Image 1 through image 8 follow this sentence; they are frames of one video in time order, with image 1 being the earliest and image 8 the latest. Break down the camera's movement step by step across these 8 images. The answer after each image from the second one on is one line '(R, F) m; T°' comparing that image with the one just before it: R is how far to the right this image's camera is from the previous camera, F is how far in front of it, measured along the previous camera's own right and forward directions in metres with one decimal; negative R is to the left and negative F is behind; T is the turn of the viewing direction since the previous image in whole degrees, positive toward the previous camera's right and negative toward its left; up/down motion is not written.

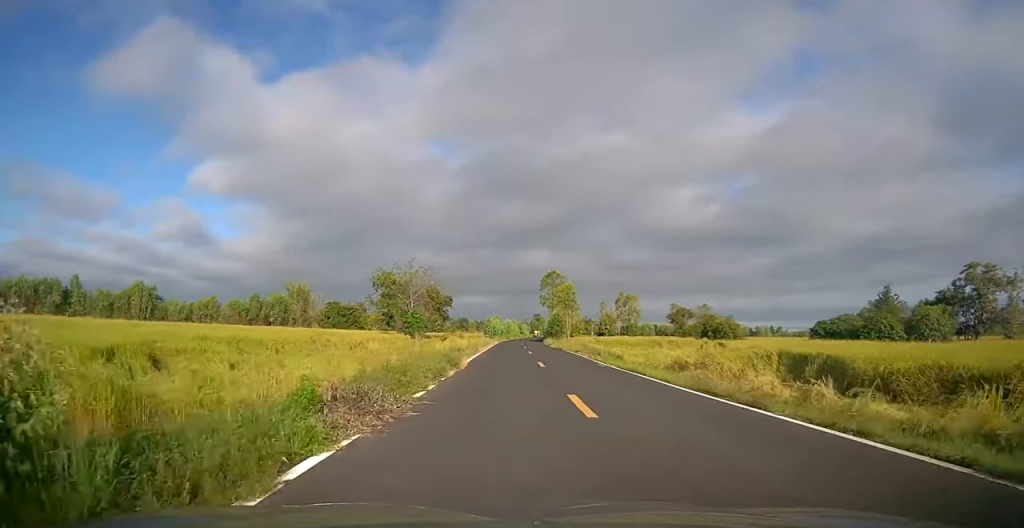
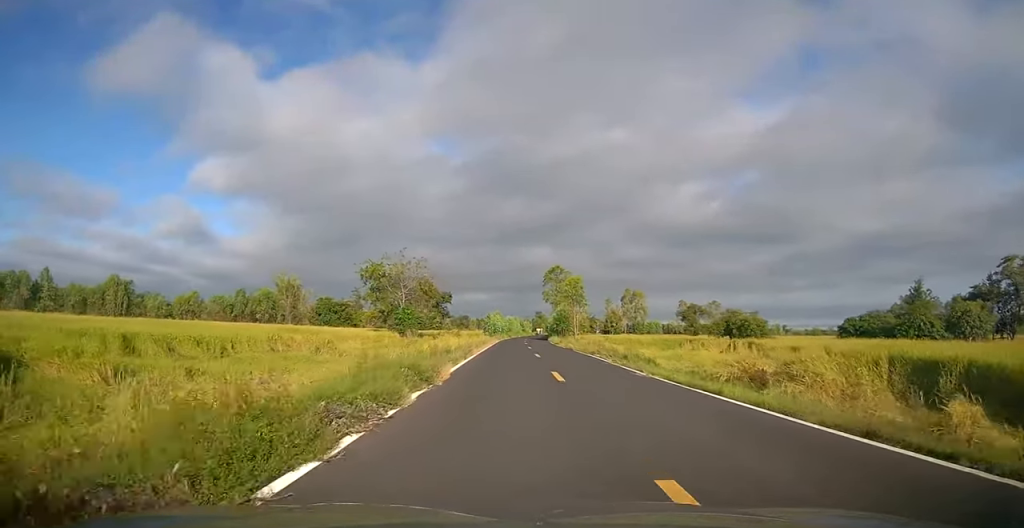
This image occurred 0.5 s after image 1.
(+0.2, +6.7) m; 0°
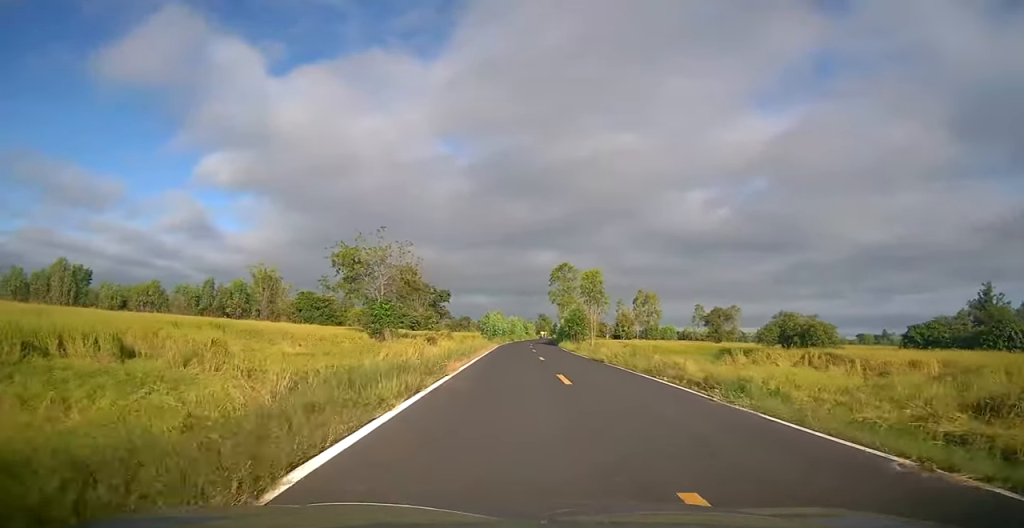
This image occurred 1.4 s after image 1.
(+0.1, +12.3) m; 0°
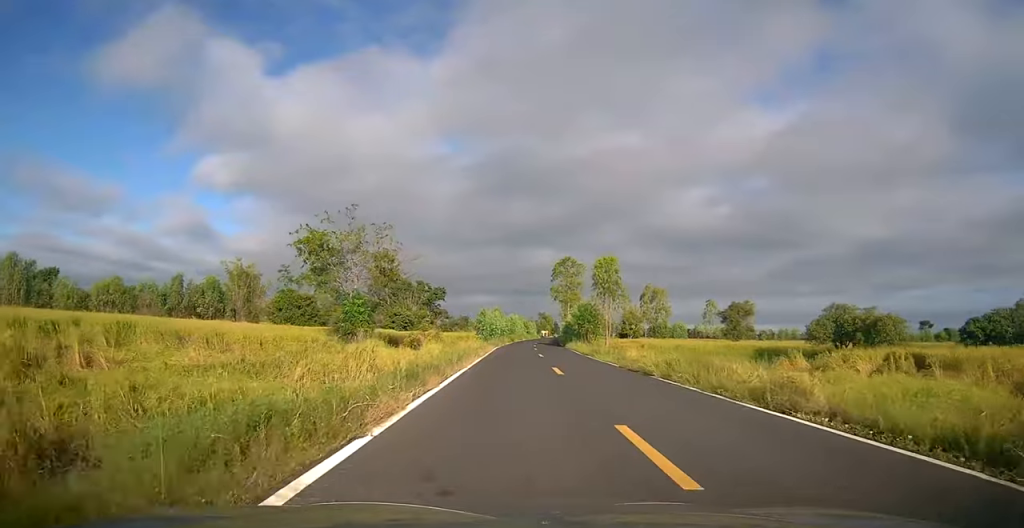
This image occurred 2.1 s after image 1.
(-0.3, +9.0) m; 0°
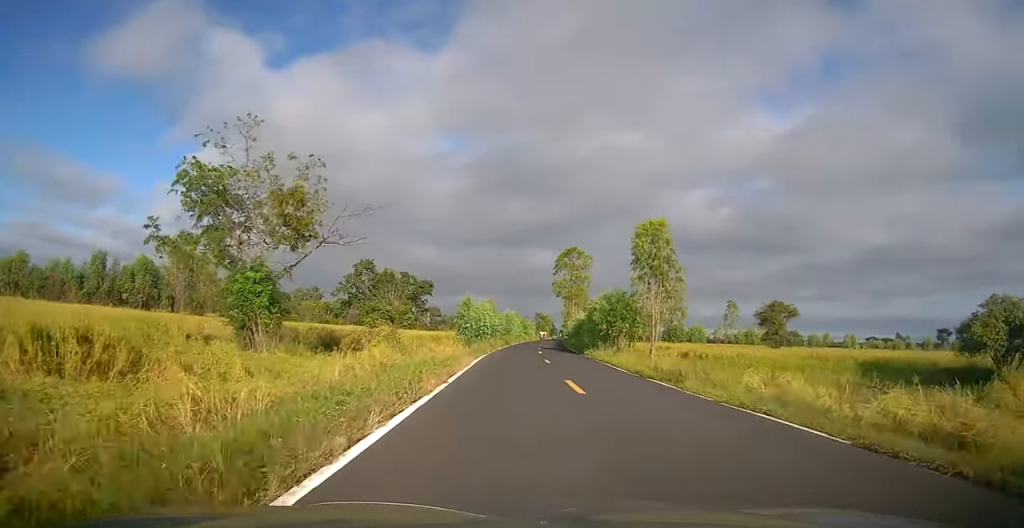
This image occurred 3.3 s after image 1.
(+0.4, +16.8) m; 0°
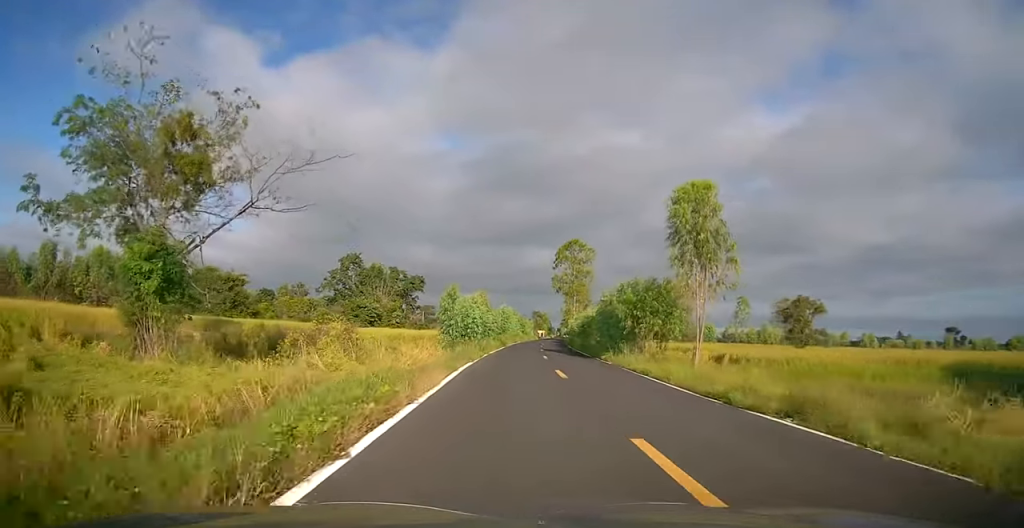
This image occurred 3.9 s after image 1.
(-0.3, +8.1) m; 0°
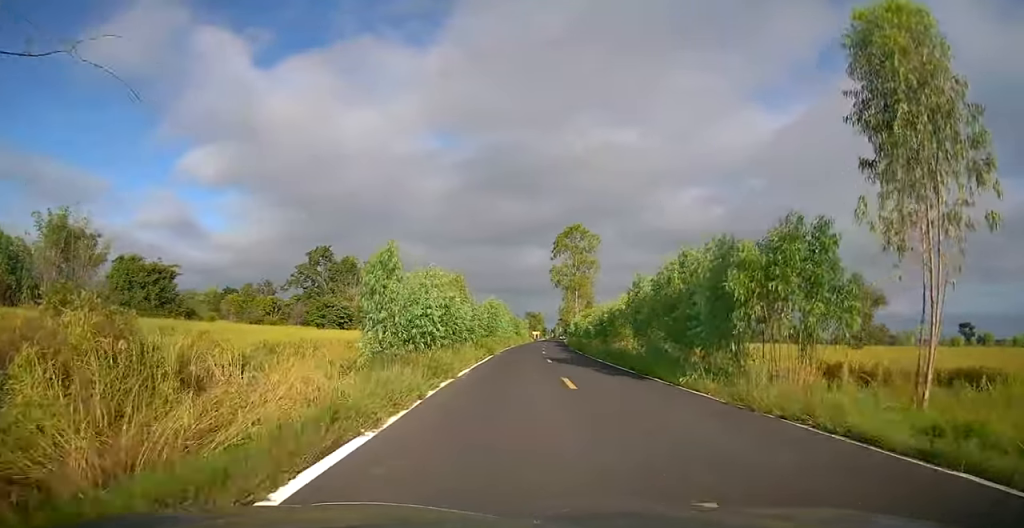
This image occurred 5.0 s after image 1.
(+0.5, +14.3) m; +1°
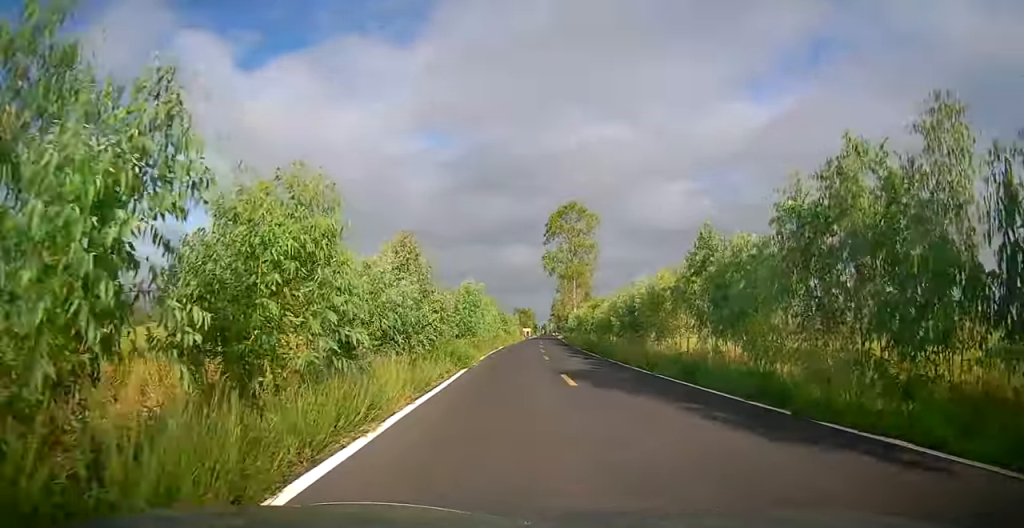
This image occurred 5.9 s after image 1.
(-0.3, +12.1) m; +1°
